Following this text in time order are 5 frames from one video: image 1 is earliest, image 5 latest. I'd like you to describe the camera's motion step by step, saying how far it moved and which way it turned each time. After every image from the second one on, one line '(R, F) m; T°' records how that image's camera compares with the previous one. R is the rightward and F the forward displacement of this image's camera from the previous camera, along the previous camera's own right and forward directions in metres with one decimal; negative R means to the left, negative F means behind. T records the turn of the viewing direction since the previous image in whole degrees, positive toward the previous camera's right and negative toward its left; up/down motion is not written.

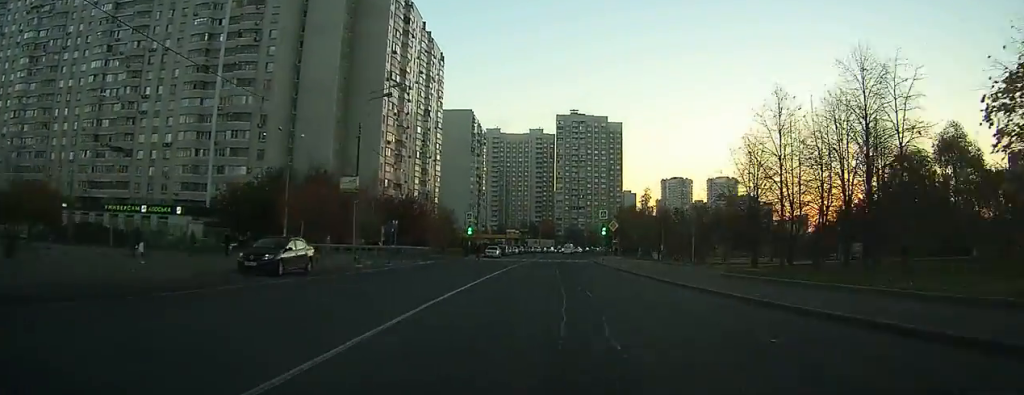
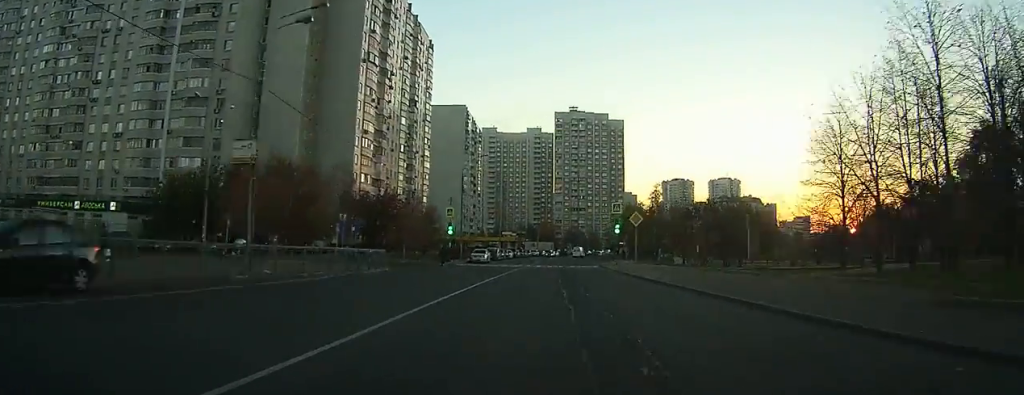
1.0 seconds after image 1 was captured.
(-0.1, +13.0) m; 0°
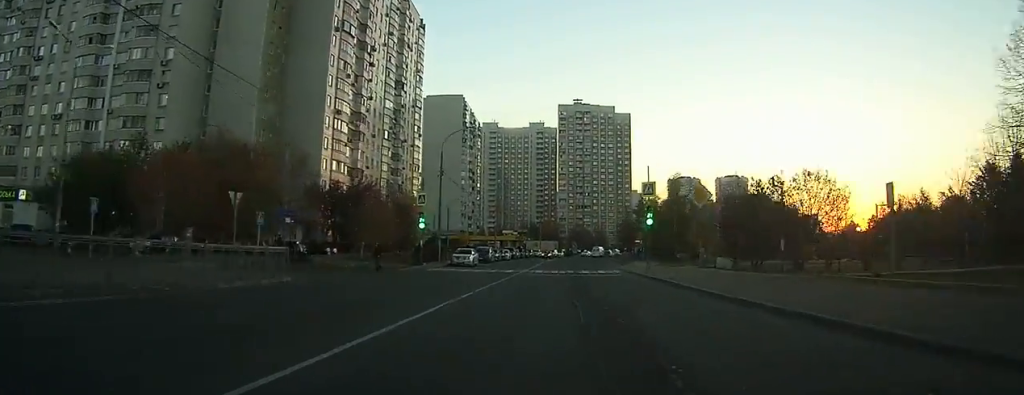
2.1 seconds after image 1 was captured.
(-0.1, +13.9) m; 0°
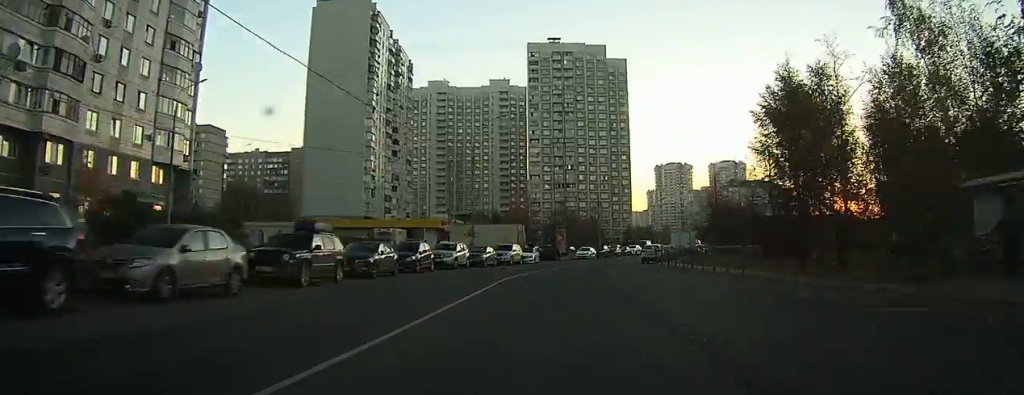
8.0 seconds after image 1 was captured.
(+0.9, +78.9) m; +1°
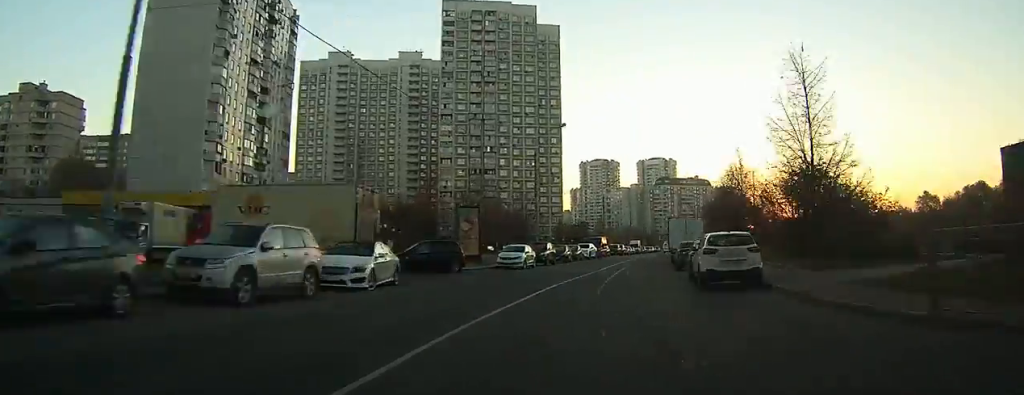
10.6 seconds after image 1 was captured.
(+1.2, +34.2) m; +5°
